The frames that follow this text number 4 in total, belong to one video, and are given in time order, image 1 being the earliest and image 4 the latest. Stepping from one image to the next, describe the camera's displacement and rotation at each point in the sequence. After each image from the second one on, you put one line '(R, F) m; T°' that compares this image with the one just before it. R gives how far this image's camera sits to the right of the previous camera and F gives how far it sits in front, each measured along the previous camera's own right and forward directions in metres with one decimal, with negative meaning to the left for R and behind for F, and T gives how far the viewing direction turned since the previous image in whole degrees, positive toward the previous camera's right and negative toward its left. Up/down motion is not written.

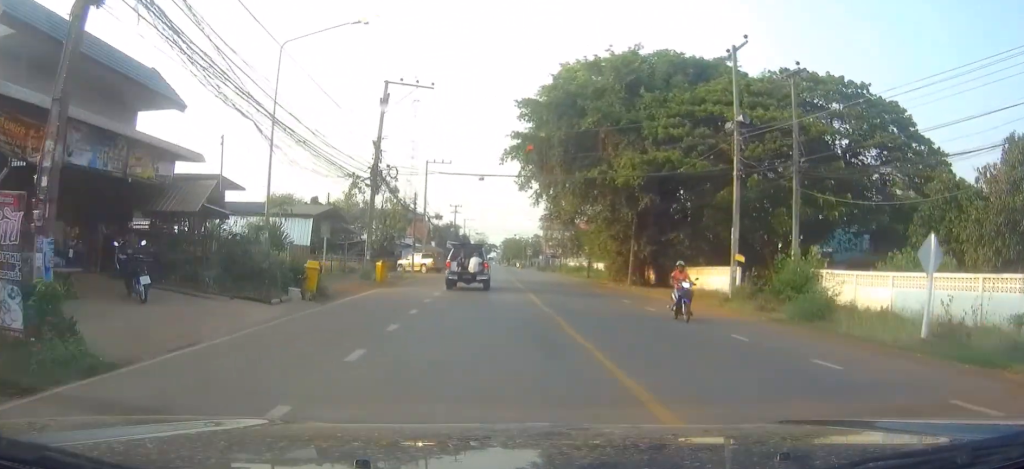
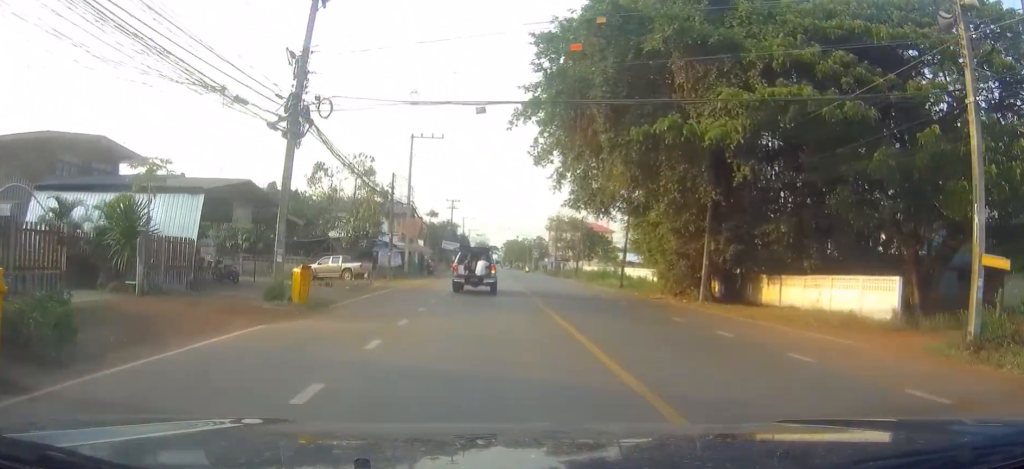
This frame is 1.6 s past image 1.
(+0.1, +14.2) m; 0°
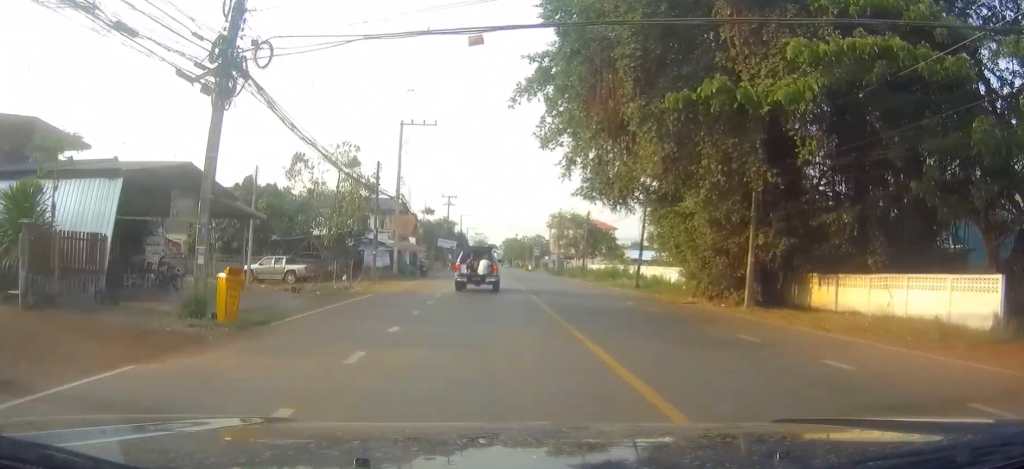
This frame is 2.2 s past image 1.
(-0.1, +5.6) m; 0°
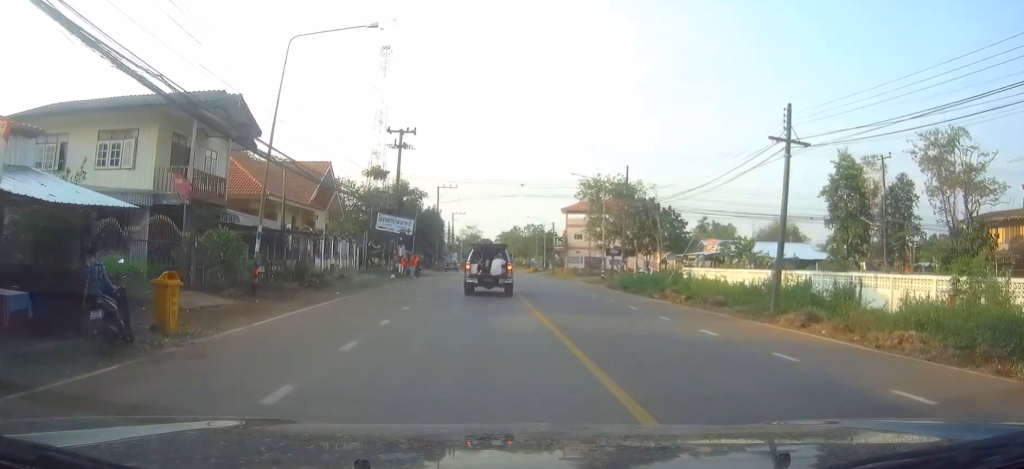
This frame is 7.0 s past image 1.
(-0.3, +47.4) m; 0°
